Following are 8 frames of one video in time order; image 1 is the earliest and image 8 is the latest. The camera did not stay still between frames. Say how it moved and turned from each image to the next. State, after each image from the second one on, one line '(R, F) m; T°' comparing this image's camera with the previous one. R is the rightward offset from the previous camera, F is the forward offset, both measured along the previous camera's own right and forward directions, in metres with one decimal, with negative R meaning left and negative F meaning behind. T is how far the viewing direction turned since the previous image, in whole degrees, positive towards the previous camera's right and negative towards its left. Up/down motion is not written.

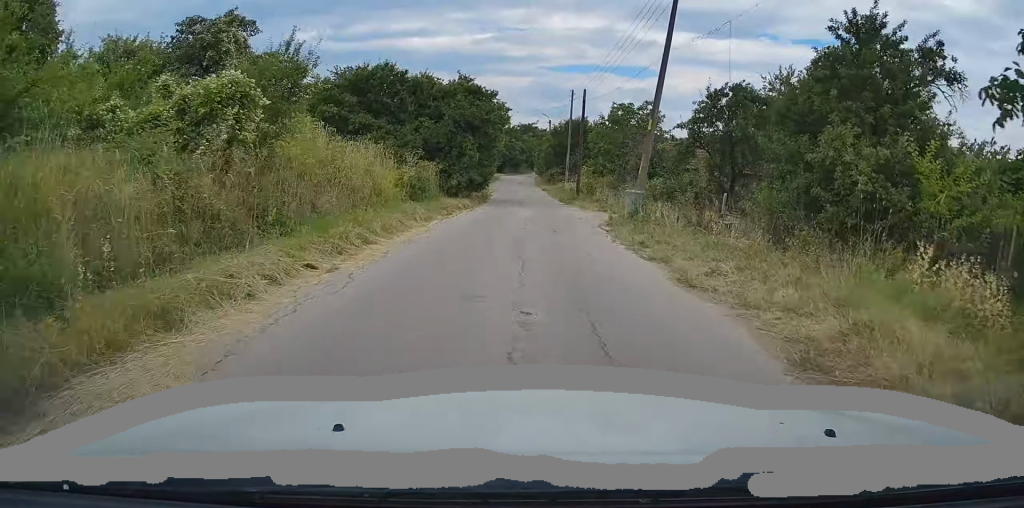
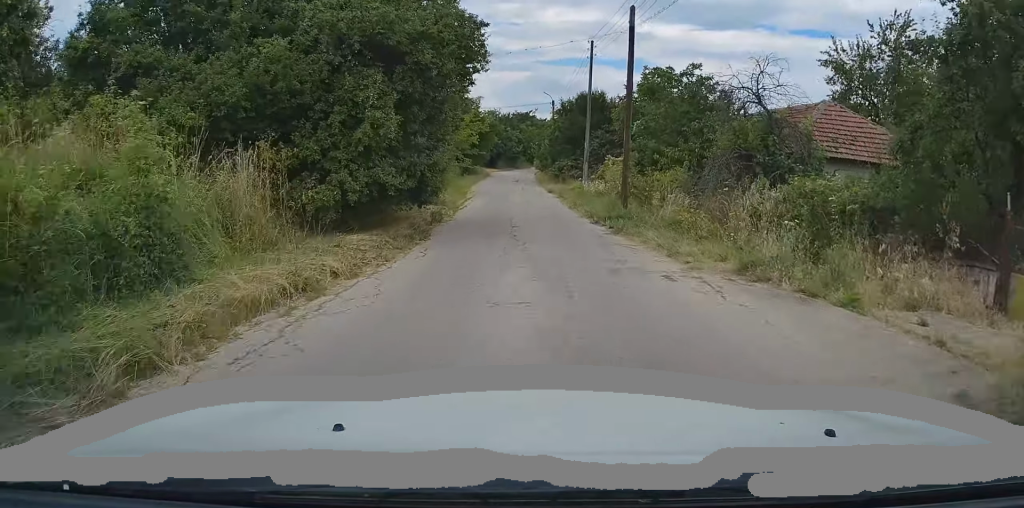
(-0.5, +16.7) m; -2°
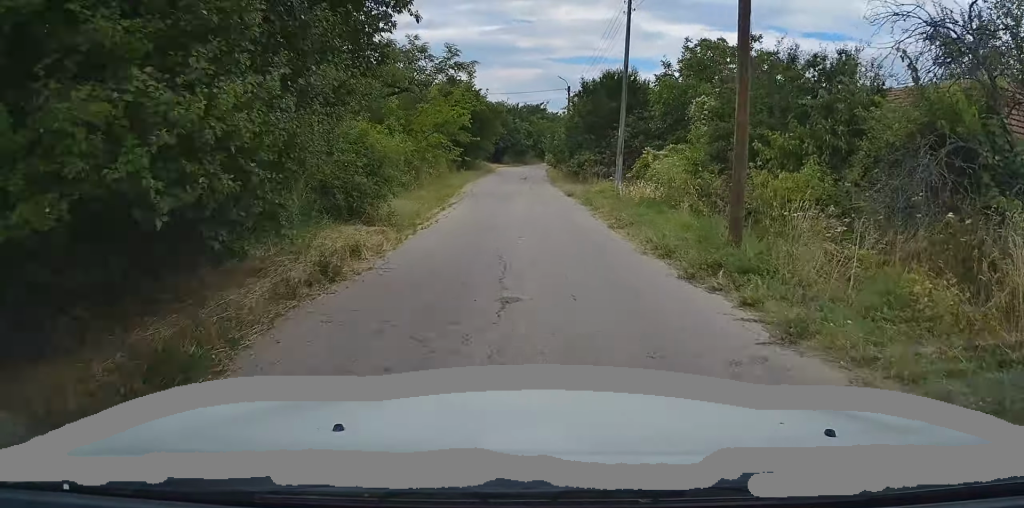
(0.0, +9.0) m; 0°
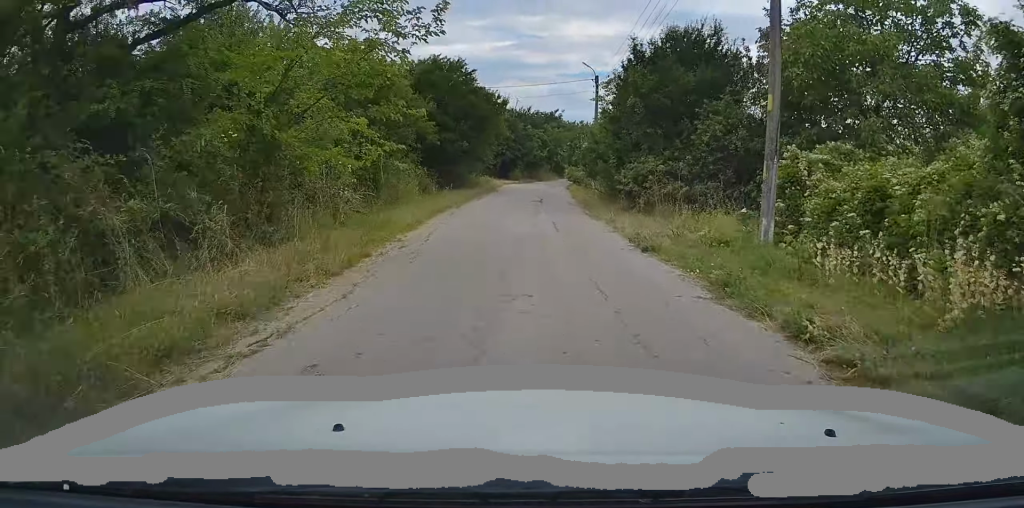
(+0.1, +14.0) m; 0°
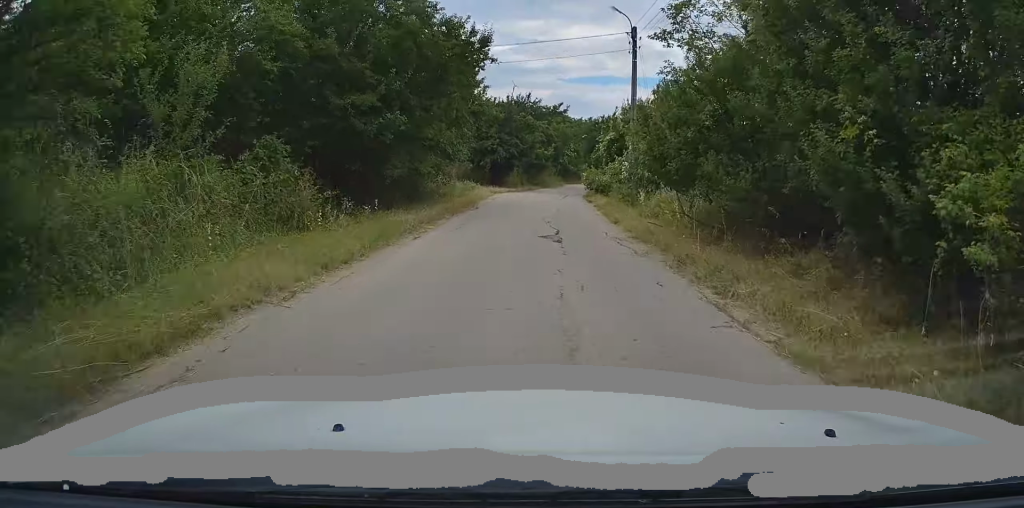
(-0.1, +15.0) m; -1°
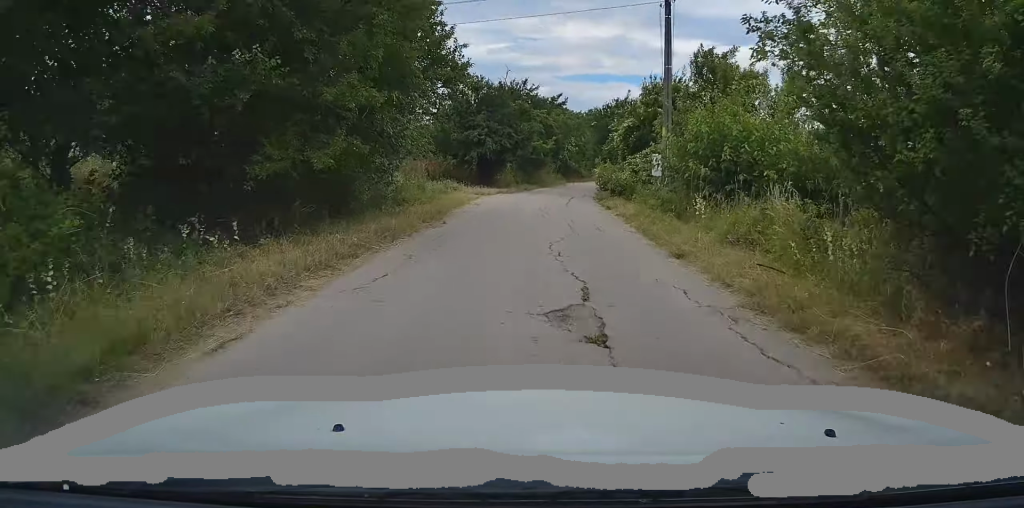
(-0.1, +7.3) m; 0°
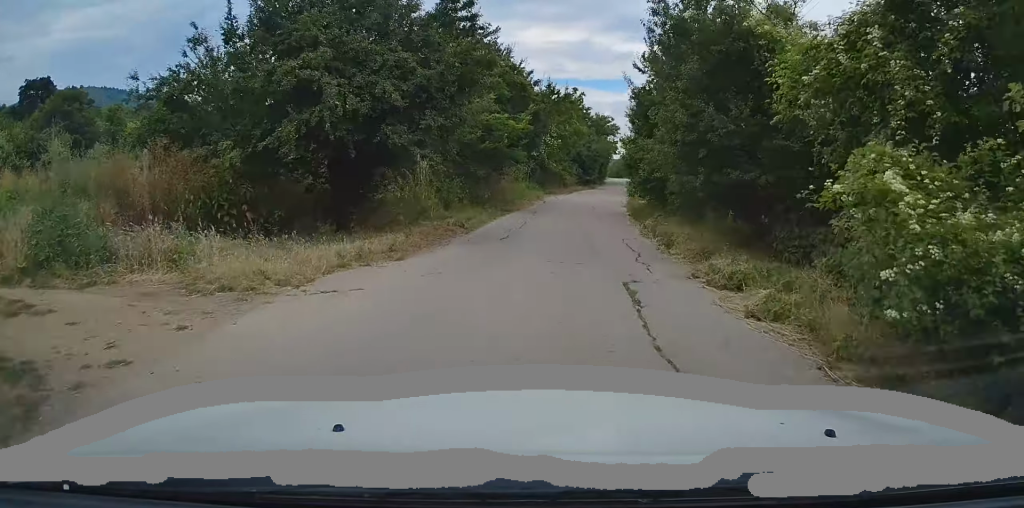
(+0.4, +22.1) m; +2°
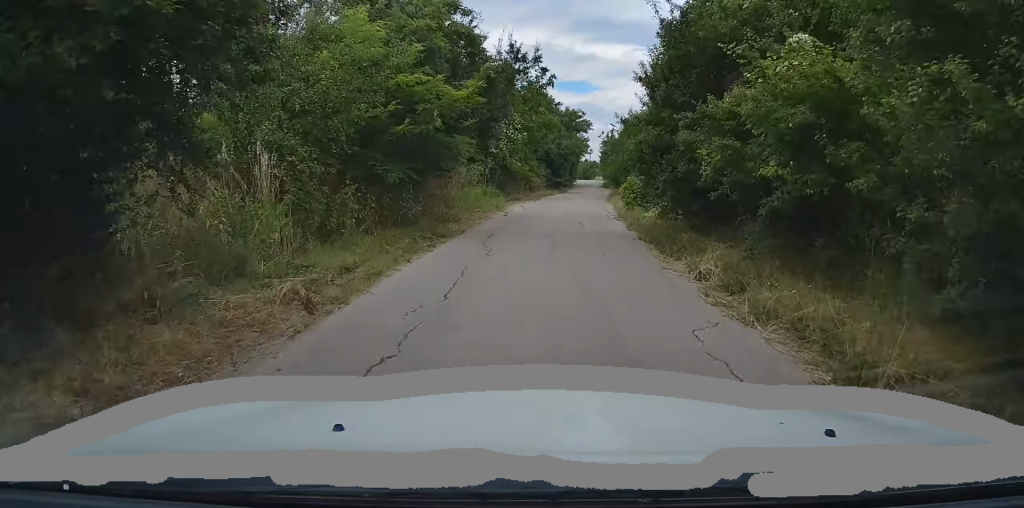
(-0.1, +8.0) m; +2°
